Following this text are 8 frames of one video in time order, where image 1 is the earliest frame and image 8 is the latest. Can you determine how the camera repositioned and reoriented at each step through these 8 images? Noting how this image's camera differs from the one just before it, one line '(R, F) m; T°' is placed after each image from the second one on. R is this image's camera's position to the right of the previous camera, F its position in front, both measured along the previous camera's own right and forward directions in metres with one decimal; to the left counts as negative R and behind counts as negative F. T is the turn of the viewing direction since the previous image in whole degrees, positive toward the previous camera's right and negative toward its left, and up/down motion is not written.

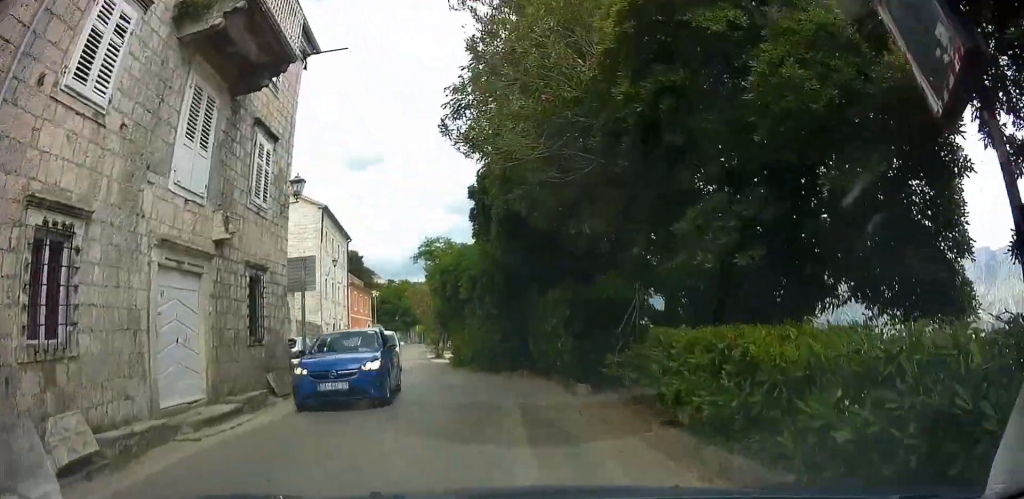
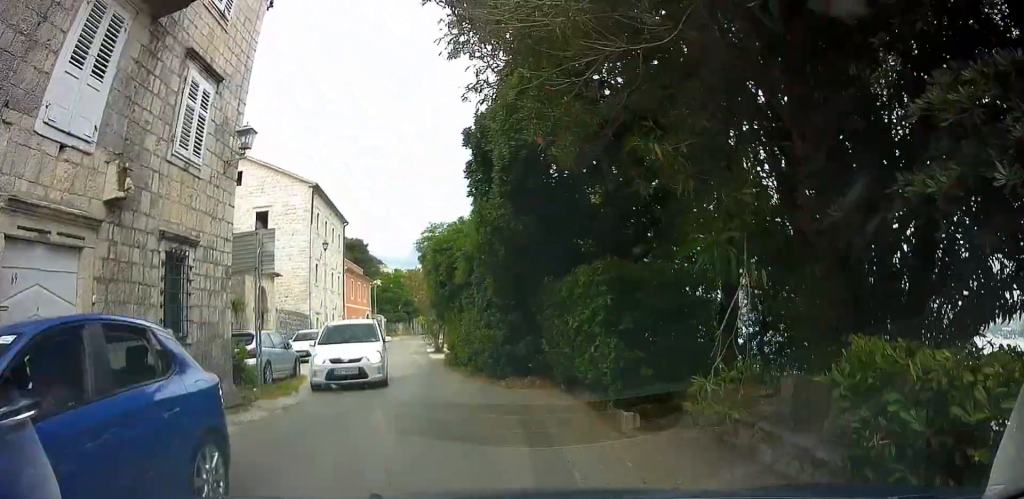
(-0.1, +4.6) m; -2°
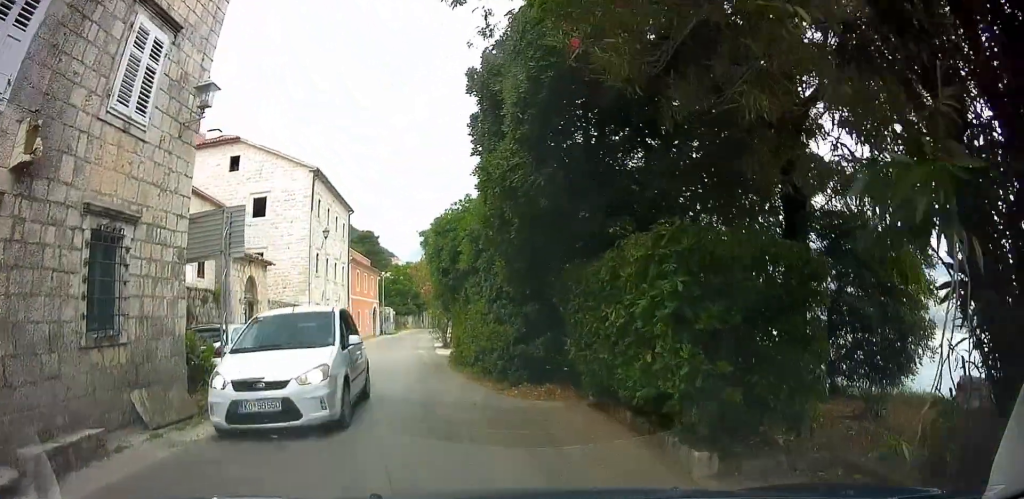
(-0.1, +3.3) m; -5°
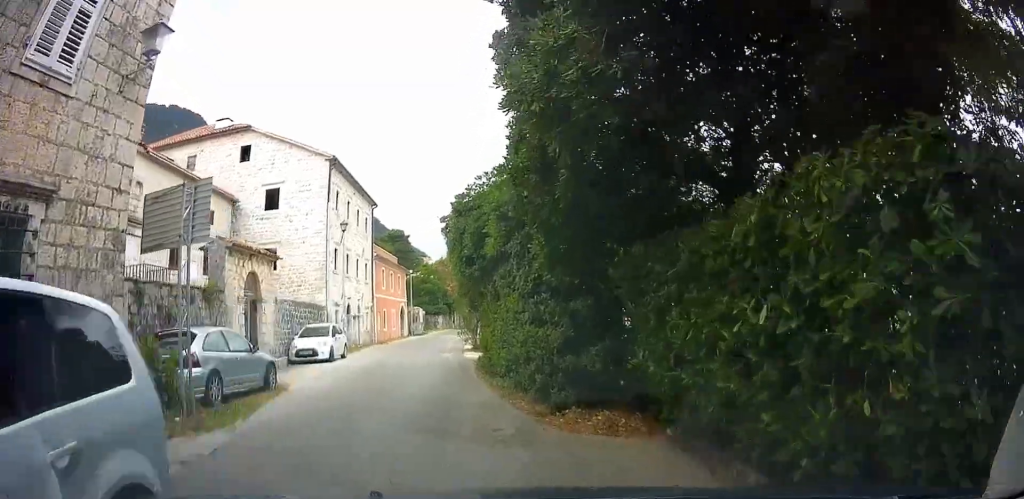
(-0.1, +4.0) m; -9°
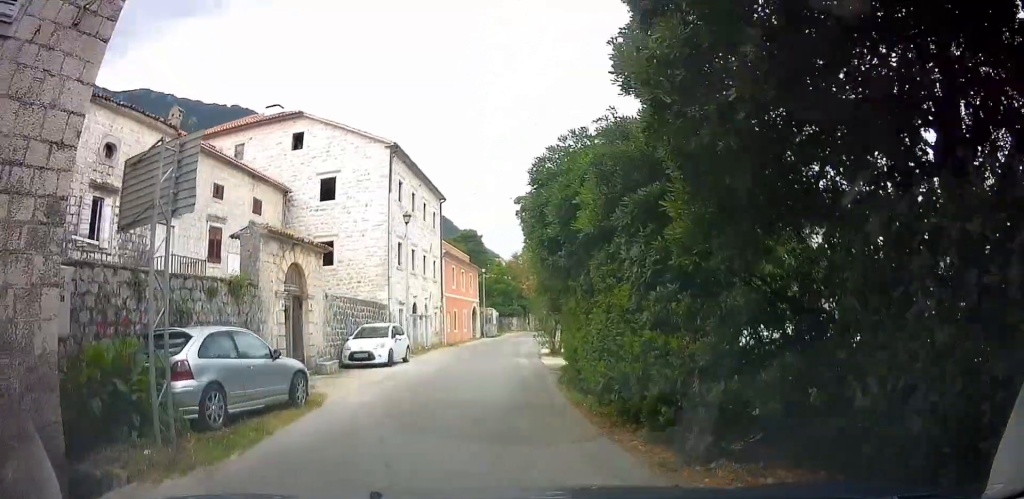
(-0.3, +2.6) m; -9°
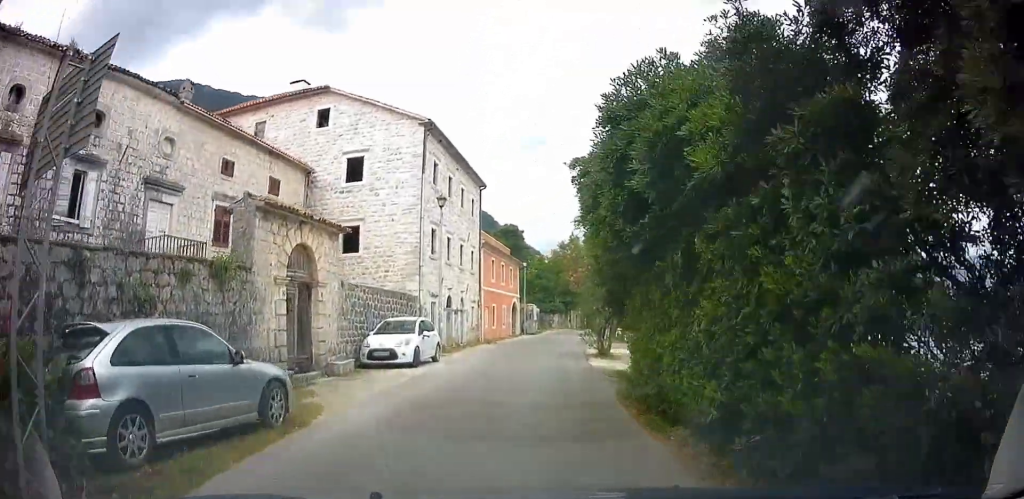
(-0.1, +2.5) m; -4°
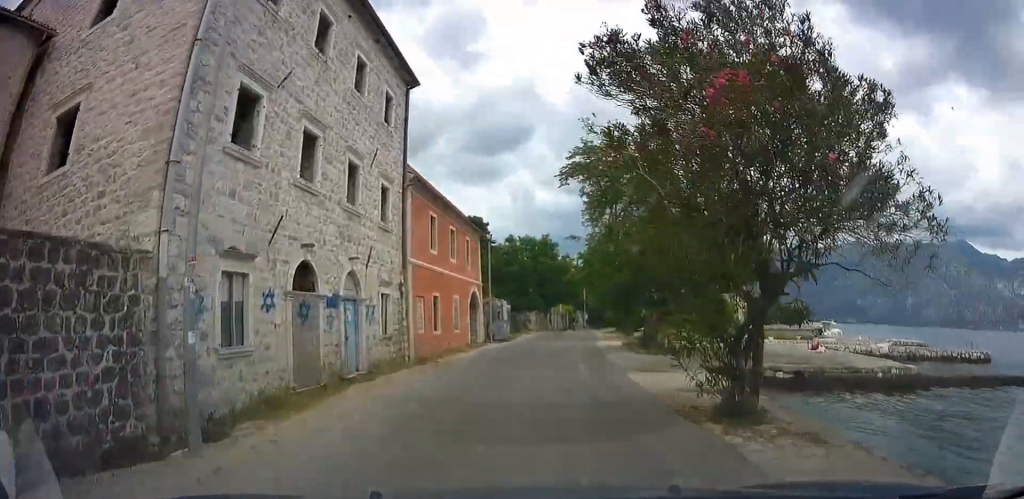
(+2.7, +17.4) m; +20°
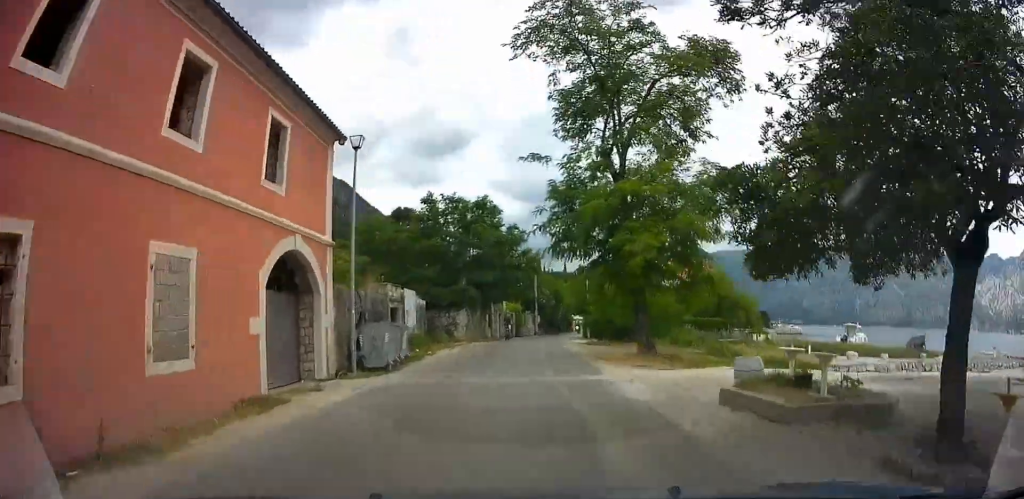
(+1.5, +20.1) m; +7°
